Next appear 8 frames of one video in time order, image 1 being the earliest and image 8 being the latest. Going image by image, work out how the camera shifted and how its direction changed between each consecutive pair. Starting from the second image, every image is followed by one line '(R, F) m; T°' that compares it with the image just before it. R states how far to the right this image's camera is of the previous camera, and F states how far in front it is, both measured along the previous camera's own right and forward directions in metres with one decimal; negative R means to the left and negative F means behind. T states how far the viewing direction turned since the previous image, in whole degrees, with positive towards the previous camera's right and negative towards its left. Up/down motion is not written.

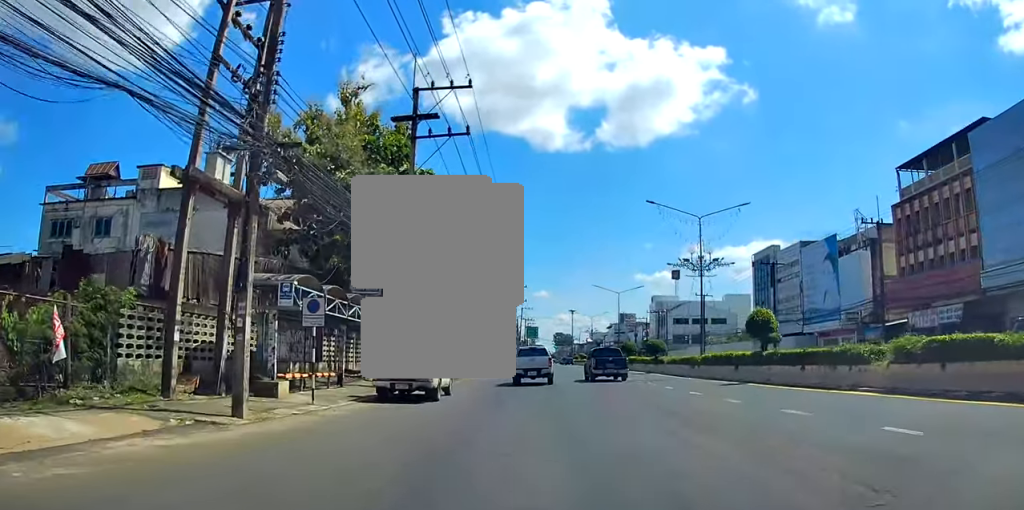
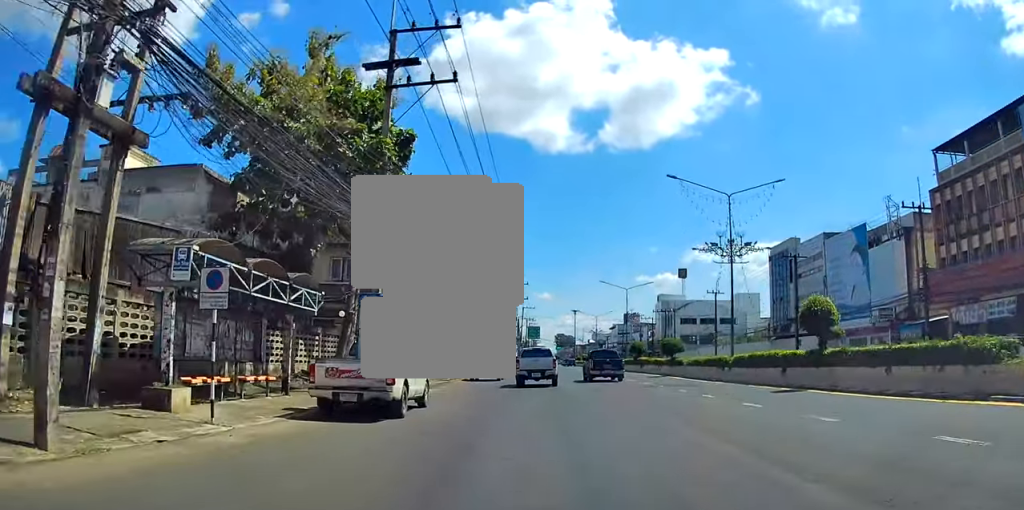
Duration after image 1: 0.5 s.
(0.0, +5.2) m; +1°
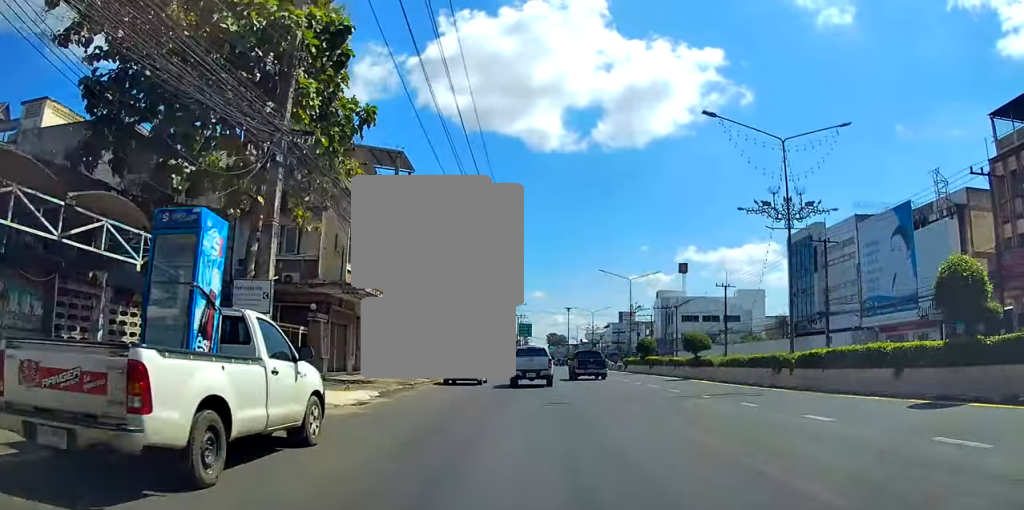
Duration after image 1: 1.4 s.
(+0.3, +8.1) m; +2°
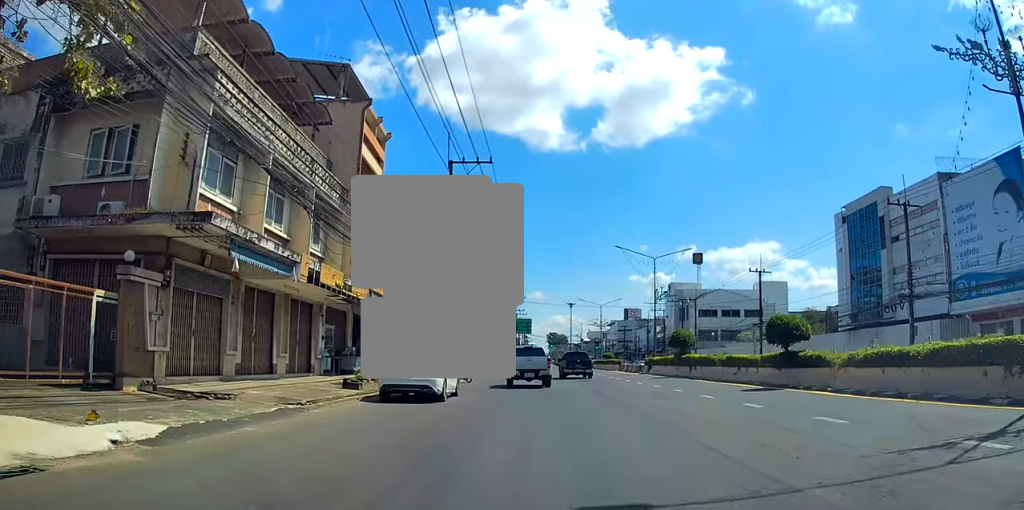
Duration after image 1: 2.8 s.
(+0.3, +12.3) m; +1°
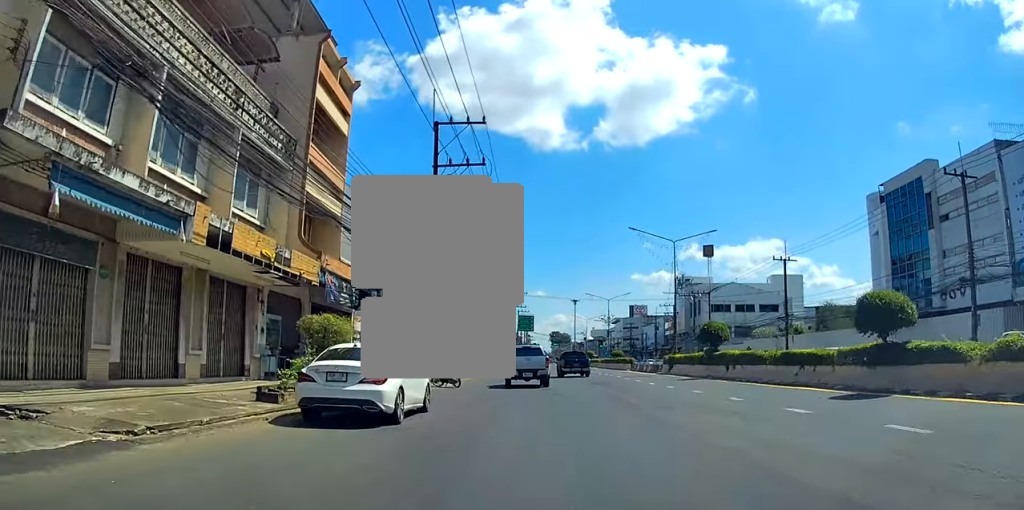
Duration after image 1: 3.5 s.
(+0.3, +6.2) m; -2°
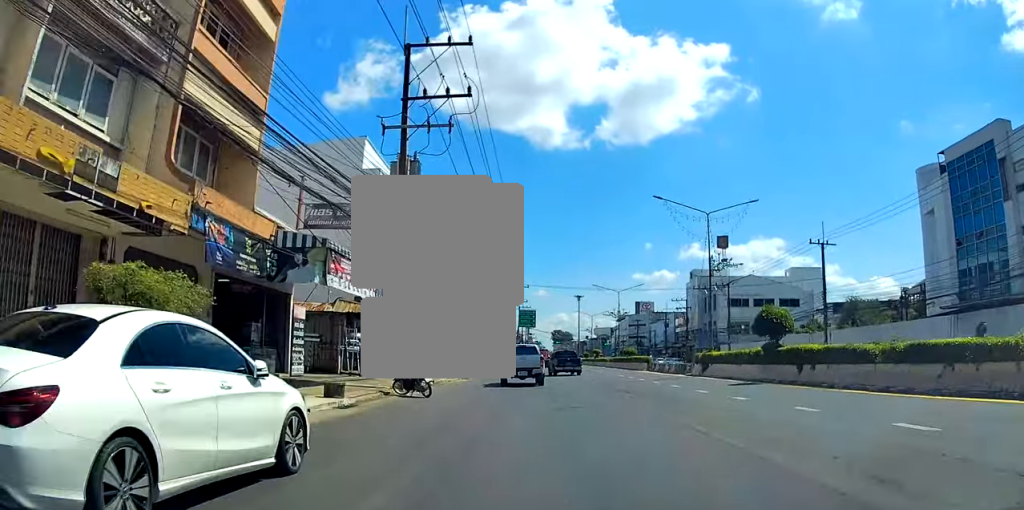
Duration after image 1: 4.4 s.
(-0.7, +8.3) m; -4°
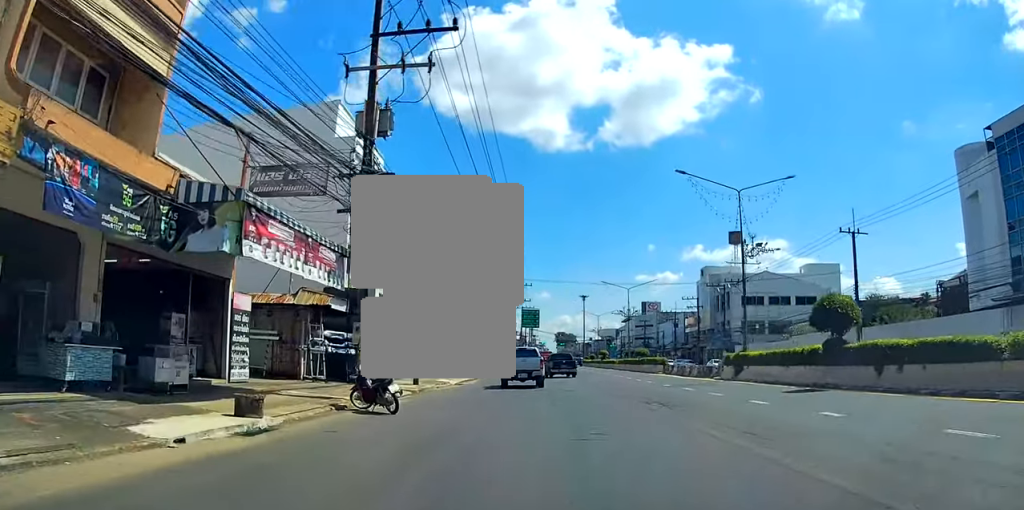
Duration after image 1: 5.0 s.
(0.0, +5.2) m; +3°
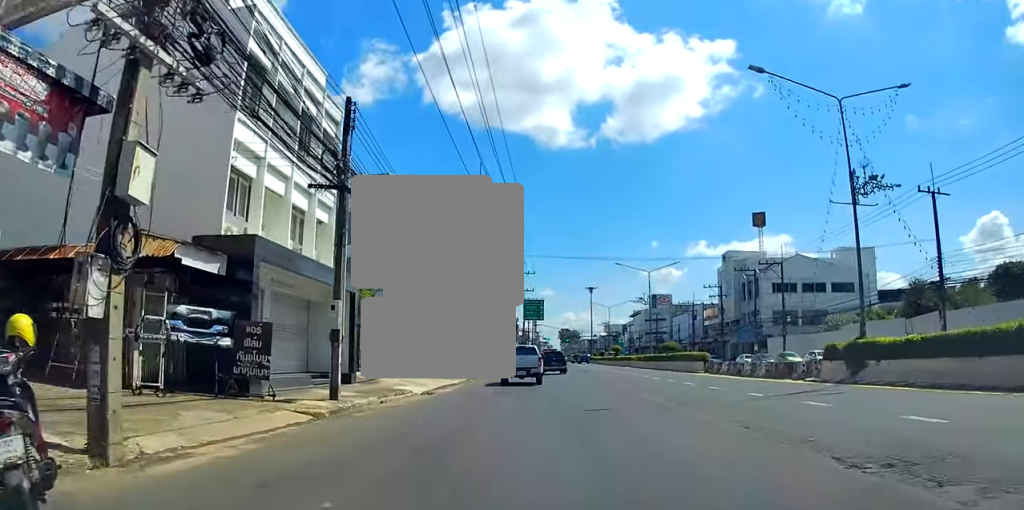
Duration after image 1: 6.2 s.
(+0.7, +11.0) m; +2°
